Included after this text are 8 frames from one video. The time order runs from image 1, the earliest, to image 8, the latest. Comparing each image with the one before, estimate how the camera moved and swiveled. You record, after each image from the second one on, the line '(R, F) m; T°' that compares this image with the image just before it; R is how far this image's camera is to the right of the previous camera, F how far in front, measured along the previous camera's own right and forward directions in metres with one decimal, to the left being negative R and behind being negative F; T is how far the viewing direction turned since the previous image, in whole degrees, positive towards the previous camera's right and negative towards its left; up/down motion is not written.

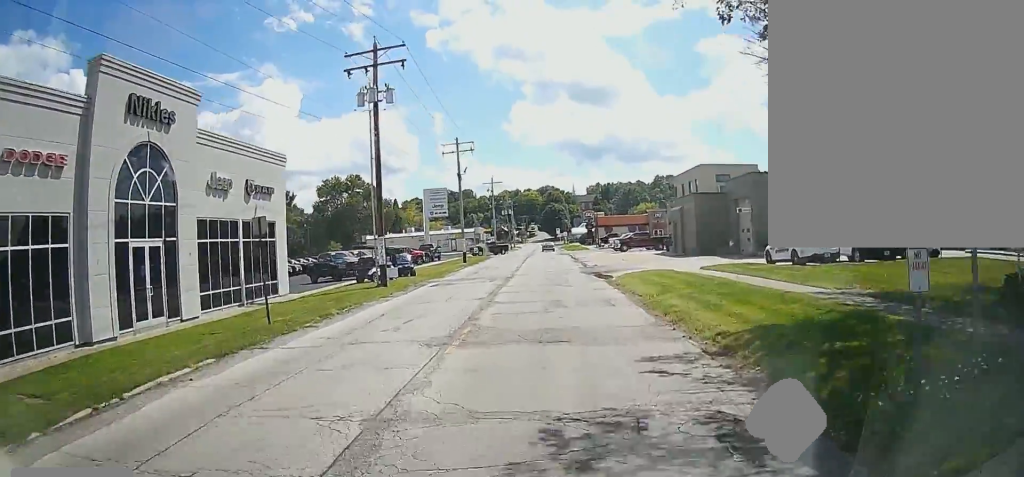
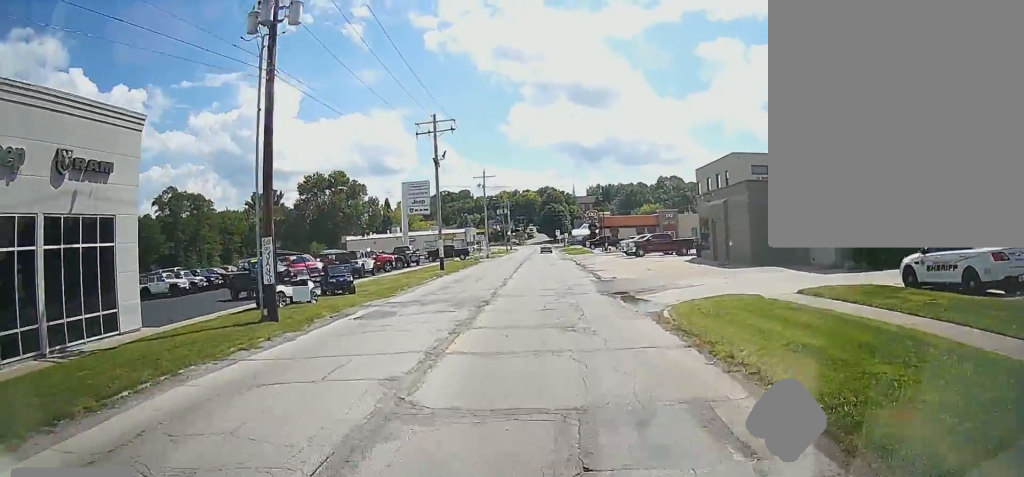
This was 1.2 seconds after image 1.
(+0.1, +11.5) m; -2°
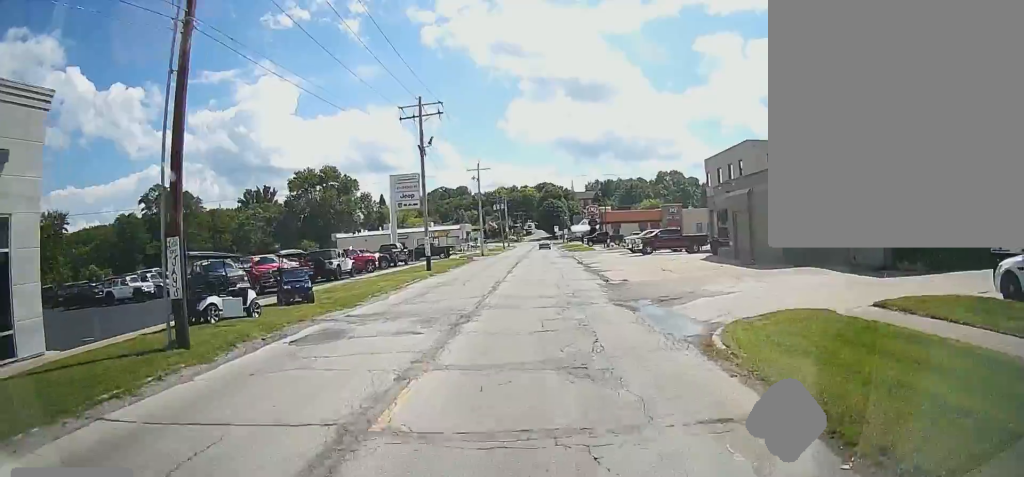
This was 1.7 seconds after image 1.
(-0.1, +4.5) m; 0°
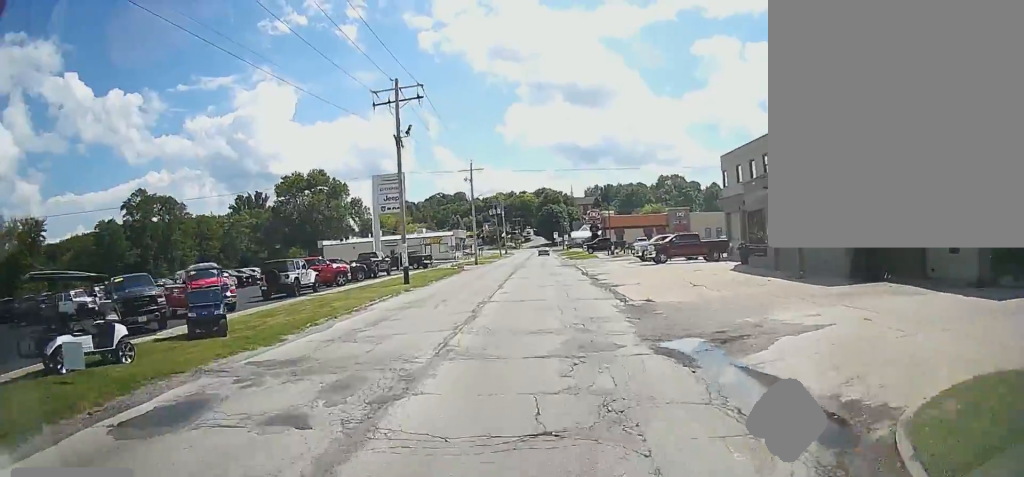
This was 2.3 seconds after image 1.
(-0.2, +6.4) m; 0°
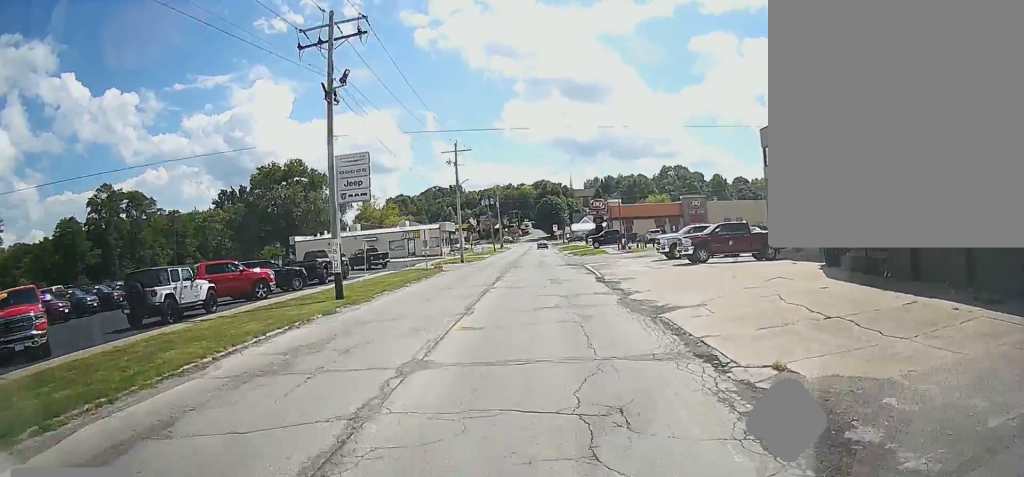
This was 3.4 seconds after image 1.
(+0.4, +10.9) m; +2°
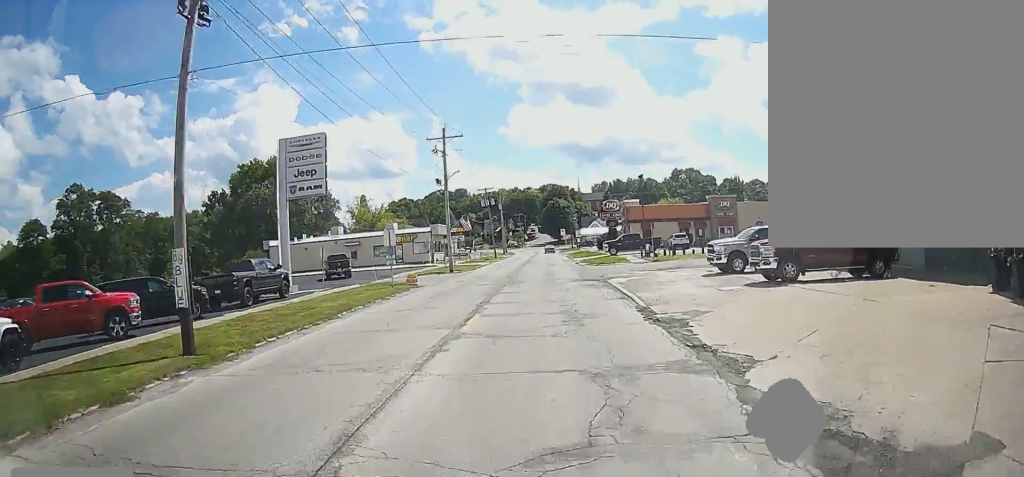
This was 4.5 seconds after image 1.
(0.0, +11.3) m; 0°
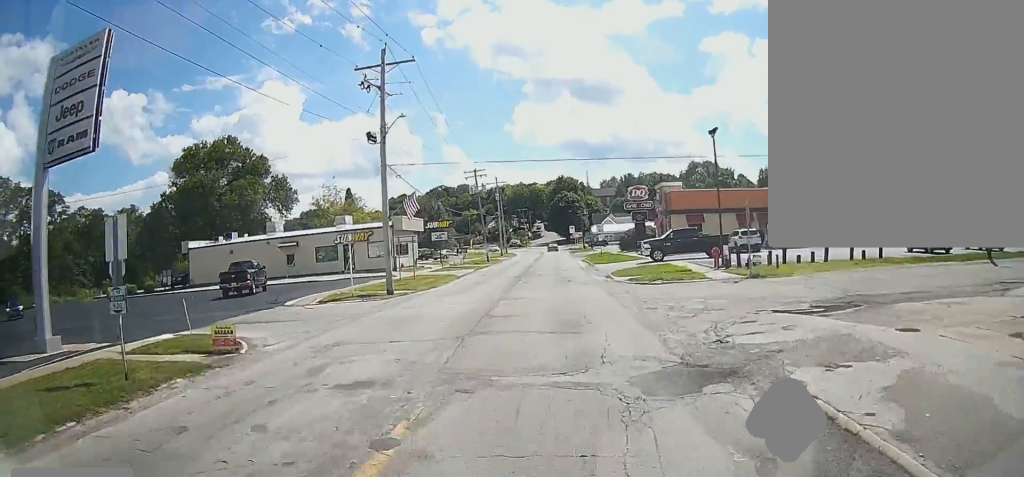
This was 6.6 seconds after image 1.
(-0.3, +22.2) m; -2°
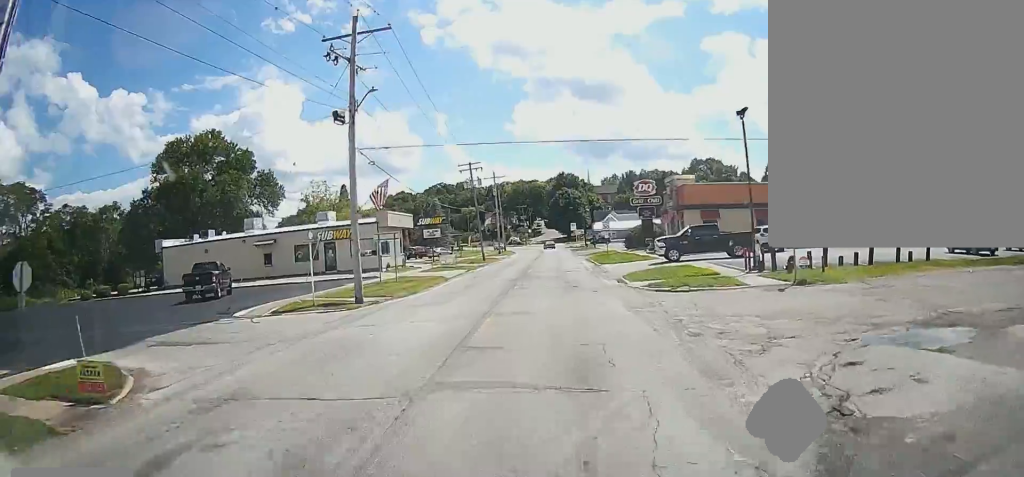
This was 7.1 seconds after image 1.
(-0.2, +5.1) m; 0°
